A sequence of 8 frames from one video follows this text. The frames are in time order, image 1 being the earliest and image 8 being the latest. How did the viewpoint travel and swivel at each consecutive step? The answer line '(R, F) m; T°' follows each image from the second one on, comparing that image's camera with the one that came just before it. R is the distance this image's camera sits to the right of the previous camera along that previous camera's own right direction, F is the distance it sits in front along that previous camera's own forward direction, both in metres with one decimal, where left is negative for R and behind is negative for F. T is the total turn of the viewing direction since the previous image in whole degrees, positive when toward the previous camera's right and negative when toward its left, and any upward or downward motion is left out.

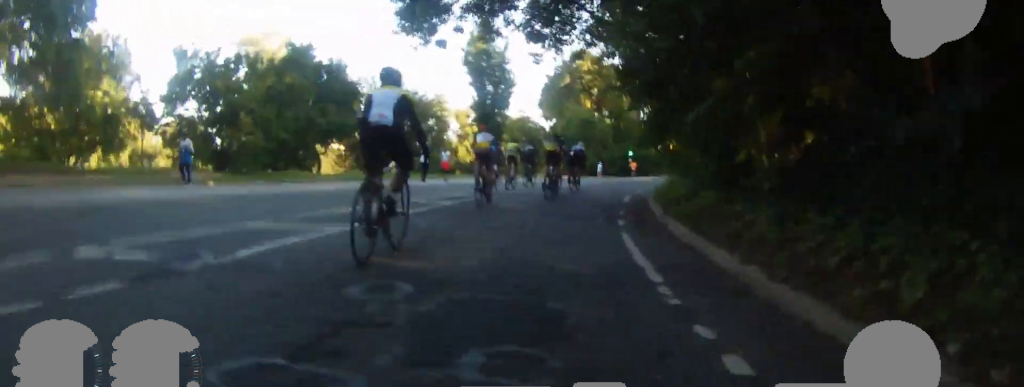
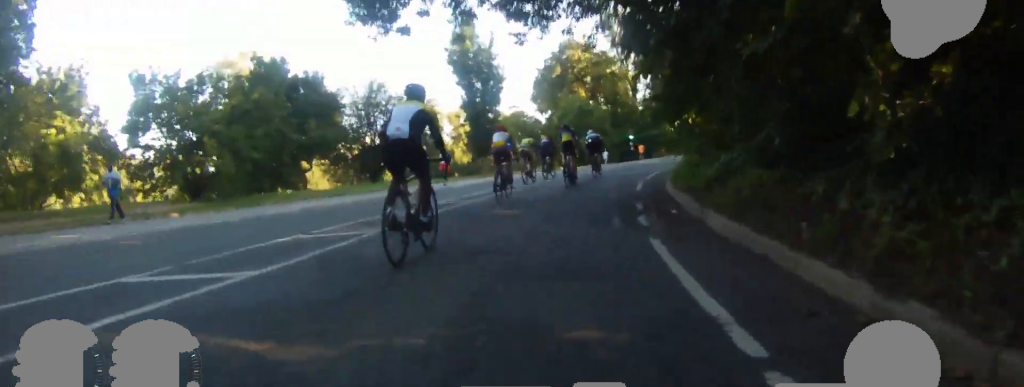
(0.0, +2.4) m; 0°
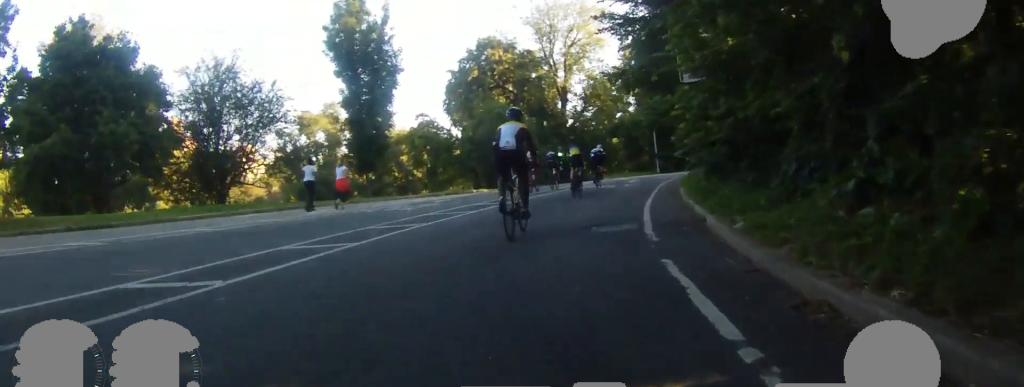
(0.0, +11.7) m; 0°
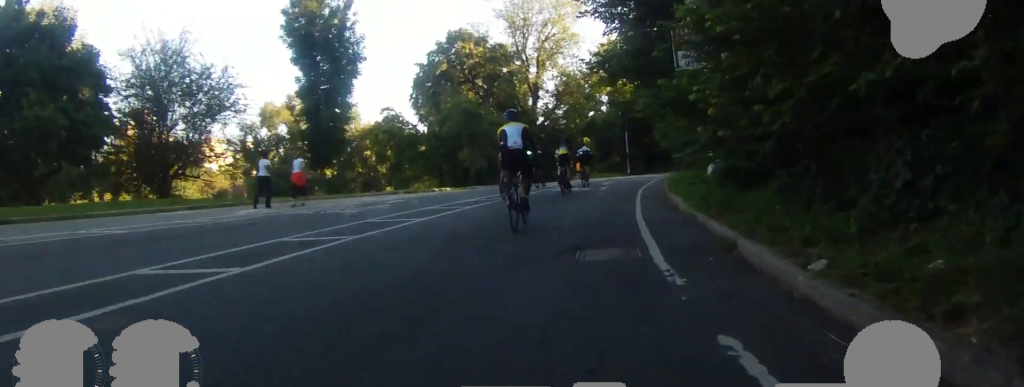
(0.0, +2.5) m; 0°
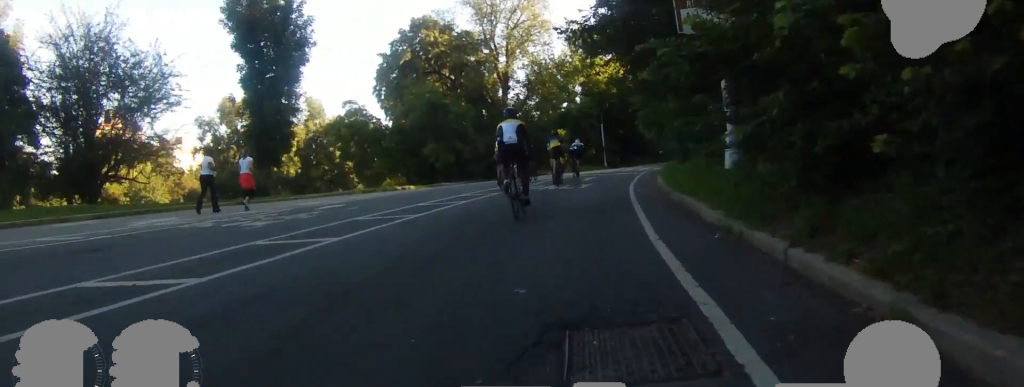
(0.0, +3.4) m; 0°
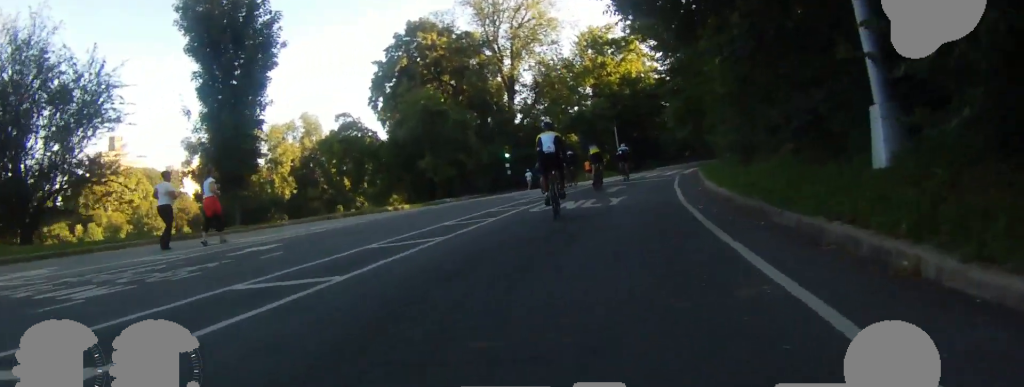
(0.0, +4.8) m; 0°
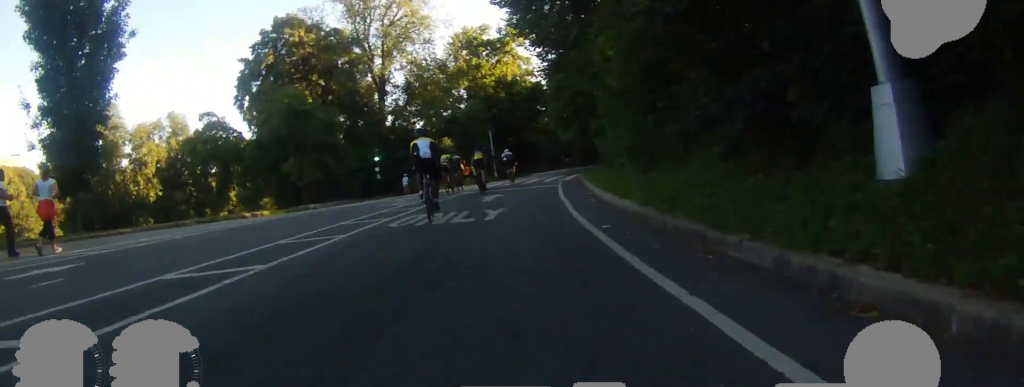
(0.0, +2.3) m; 0°
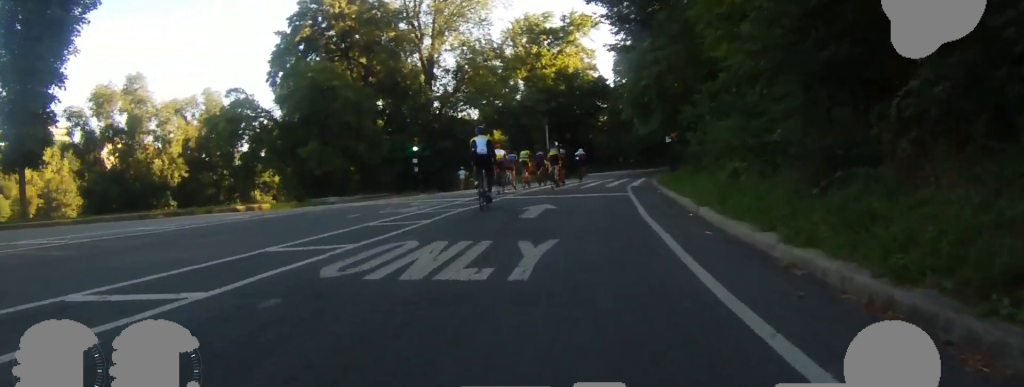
(0.0, +5.3) m; 0°
